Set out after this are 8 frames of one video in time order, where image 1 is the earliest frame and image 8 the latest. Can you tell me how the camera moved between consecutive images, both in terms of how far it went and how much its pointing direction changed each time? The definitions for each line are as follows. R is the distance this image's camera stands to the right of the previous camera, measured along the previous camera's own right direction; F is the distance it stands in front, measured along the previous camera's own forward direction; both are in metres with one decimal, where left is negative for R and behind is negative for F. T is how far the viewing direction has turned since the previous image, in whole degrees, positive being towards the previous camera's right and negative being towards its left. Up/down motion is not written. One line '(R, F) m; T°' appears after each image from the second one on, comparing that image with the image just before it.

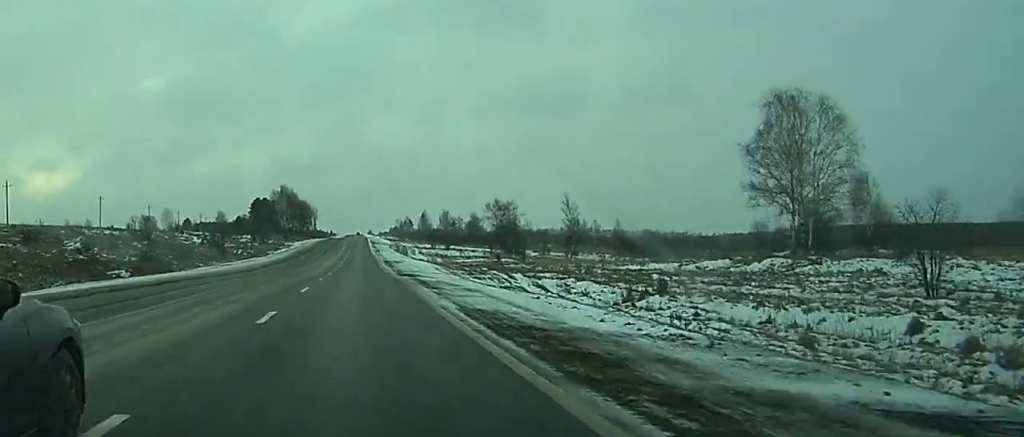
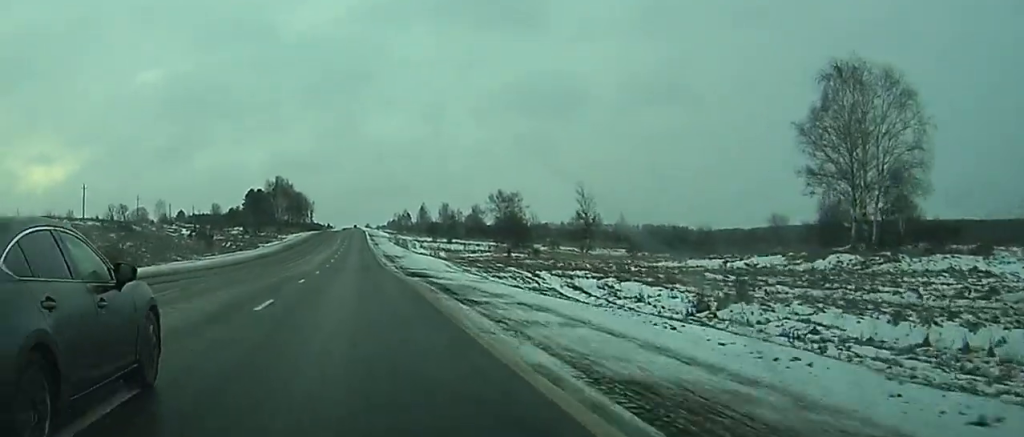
(0.0, +11.4) m; 0°
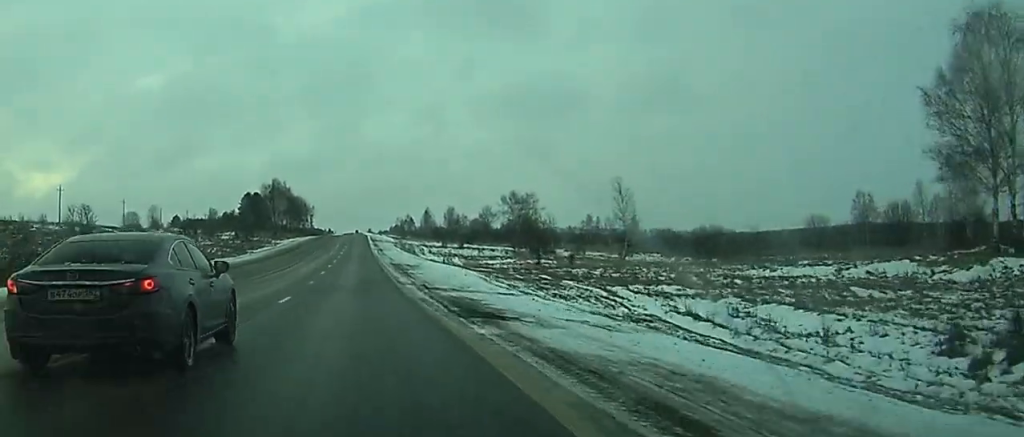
(0.0, +18.0) m; 0°
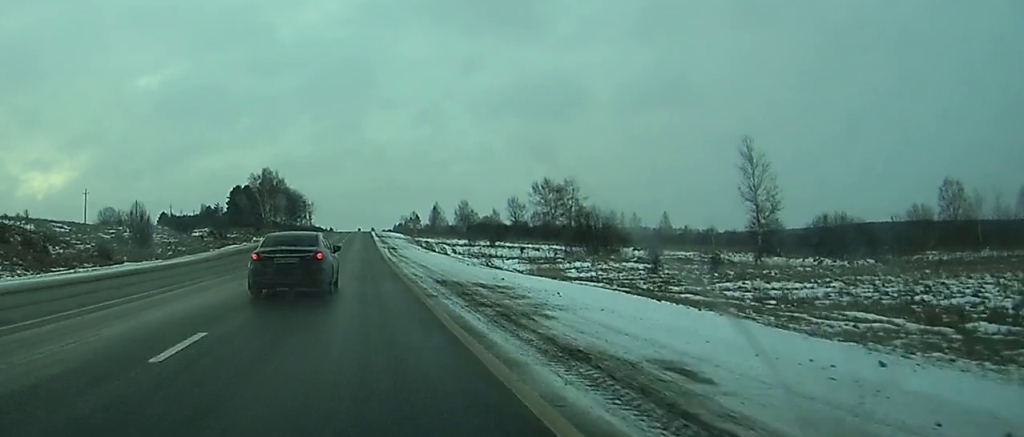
(-0.1, +38.1) m; 0°
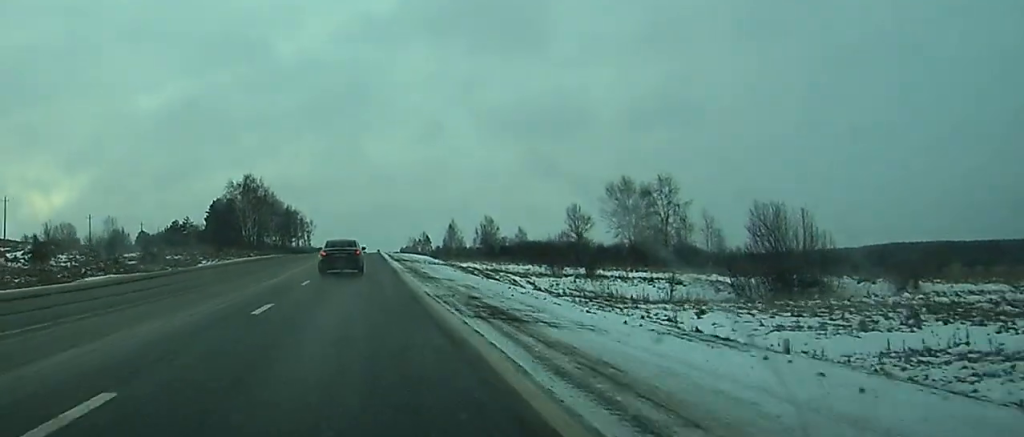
(-0.2, +53.3) m; 0°
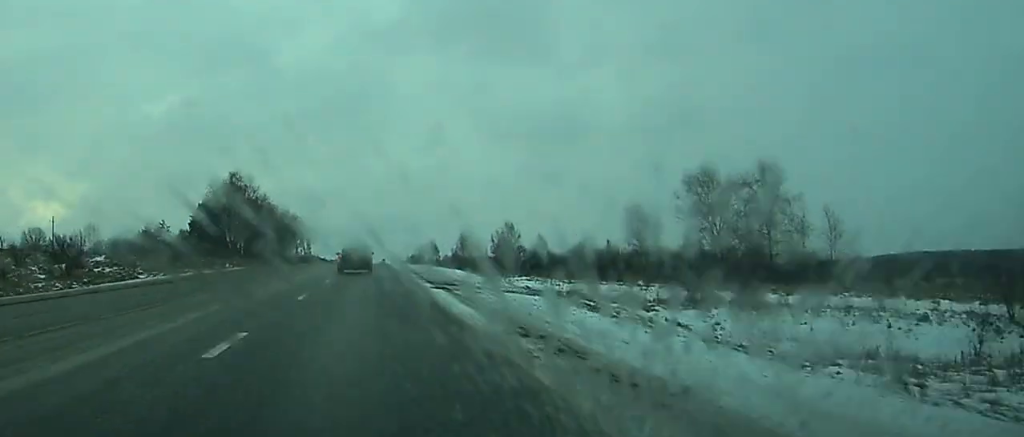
(+0.1, +30.8) m; 0°
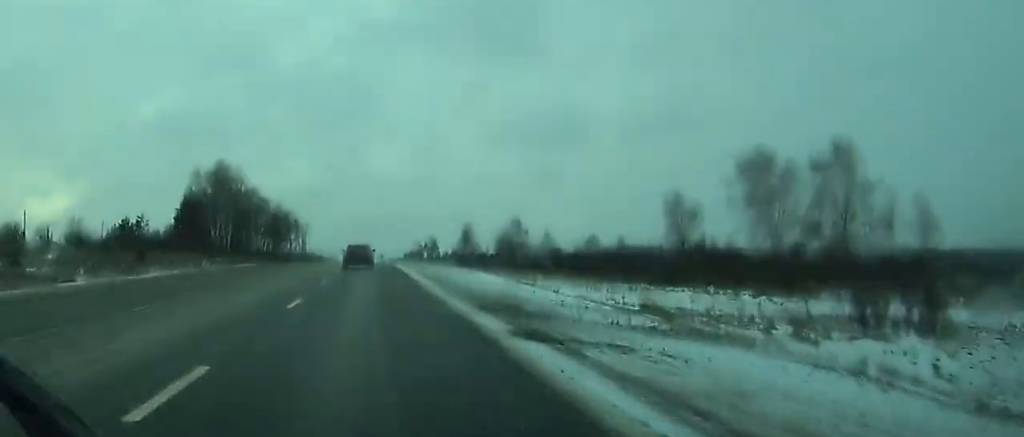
(0.0, +15.8) m; 0°
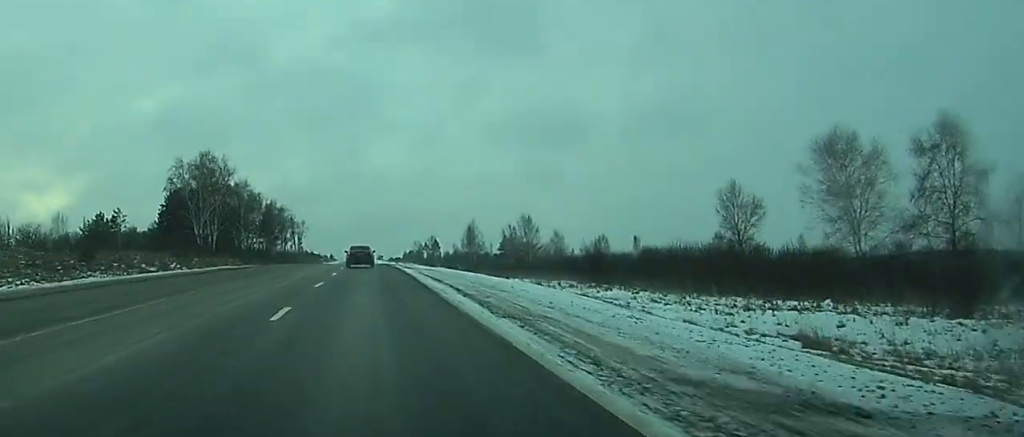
(0.0, +15.8) m; 0°
